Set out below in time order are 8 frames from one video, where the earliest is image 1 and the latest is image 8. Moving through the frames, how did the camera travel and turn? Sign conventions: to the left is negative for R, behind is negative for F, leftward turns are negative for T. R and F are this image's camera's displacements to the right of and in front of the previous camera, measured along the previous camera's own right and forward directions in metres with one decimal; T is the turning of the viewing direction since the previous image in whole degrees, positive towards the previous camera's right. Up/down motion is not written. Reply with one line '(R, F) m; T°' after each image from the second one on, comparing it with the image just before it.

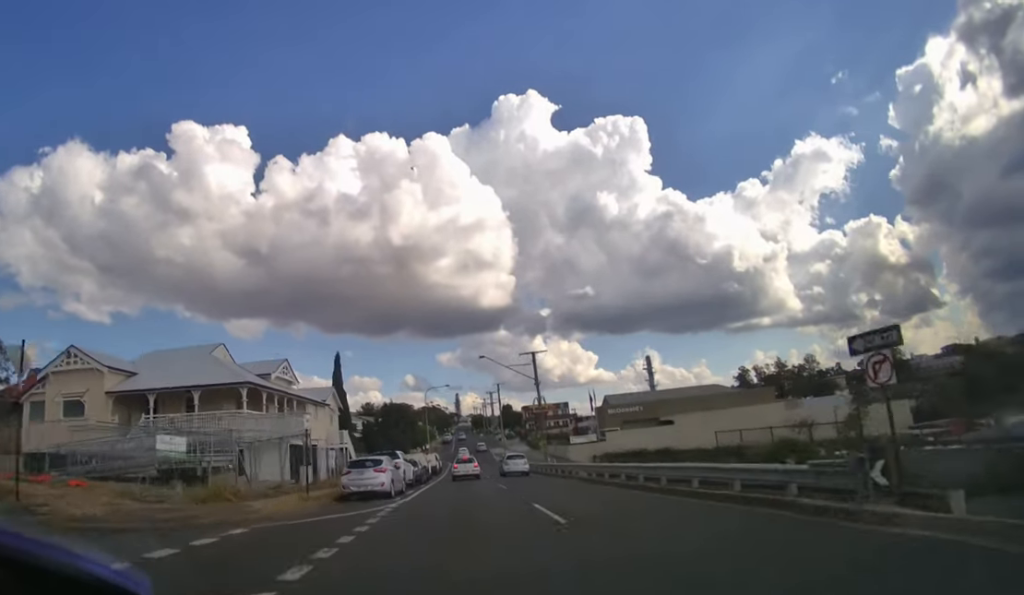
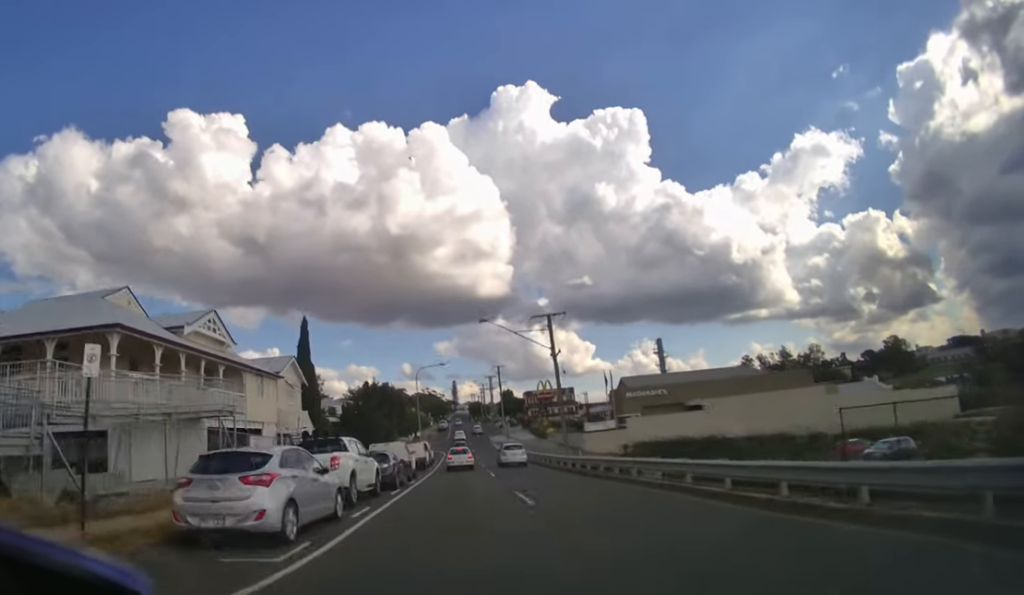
(0.0, +11.1) m; 0°
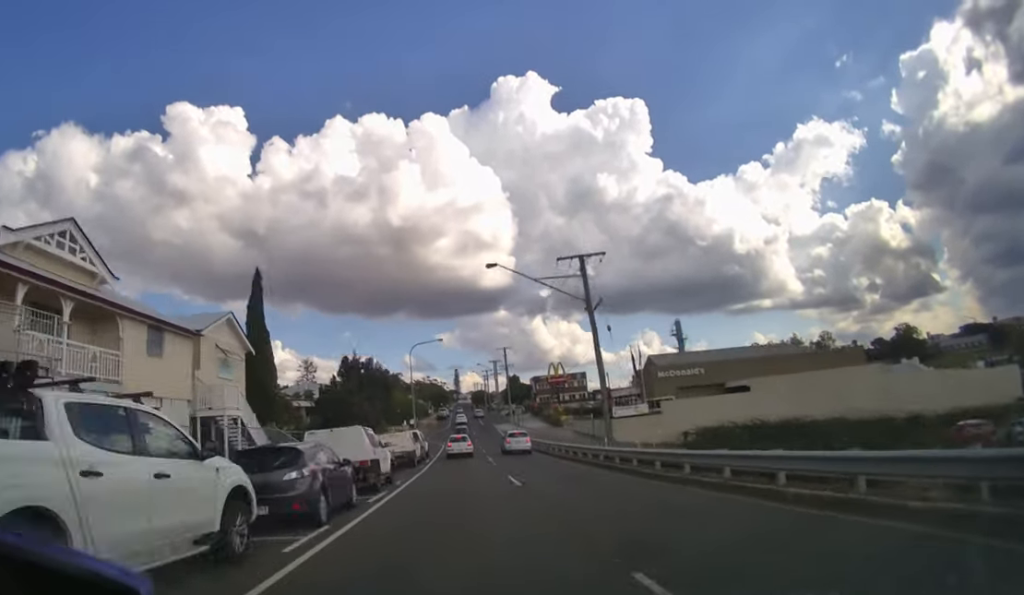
(+0.1, +10.7) m; 0°
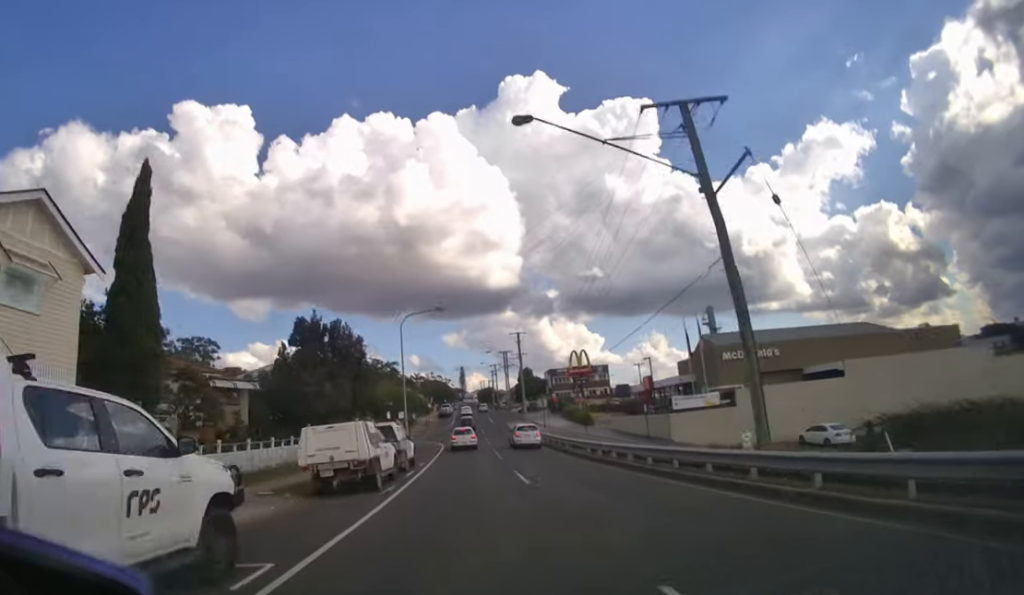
(-0.1, +12.7) m; 0°
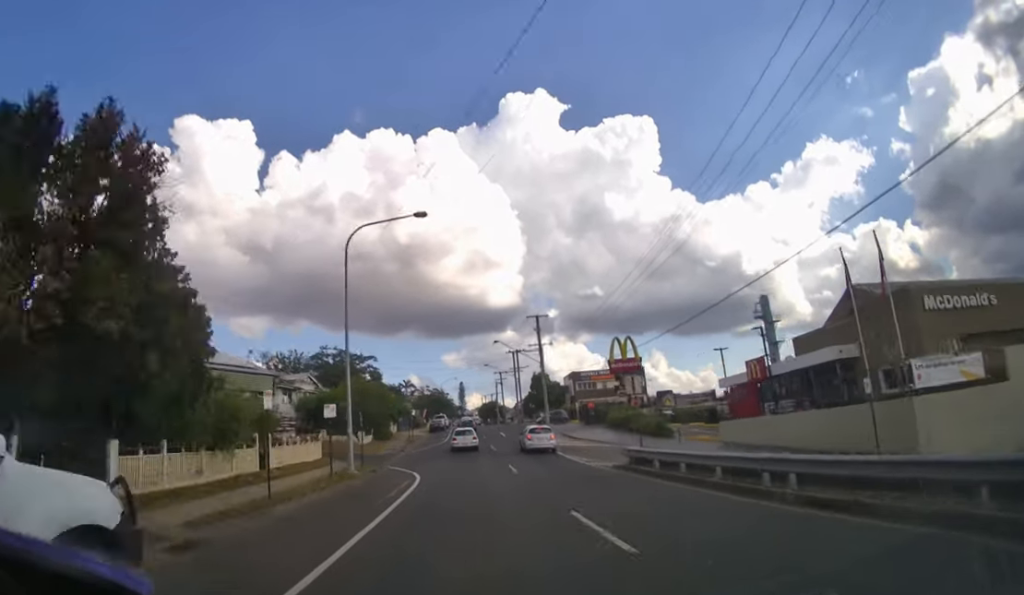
(-0.1, +19.8) m; 0°
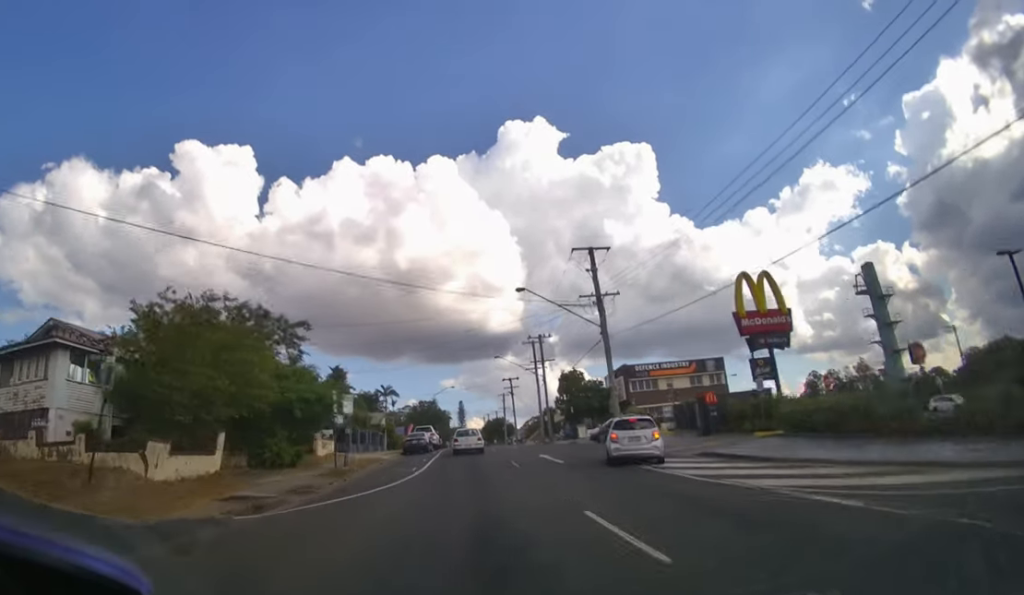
(+0.1, +21.7) m; 0°
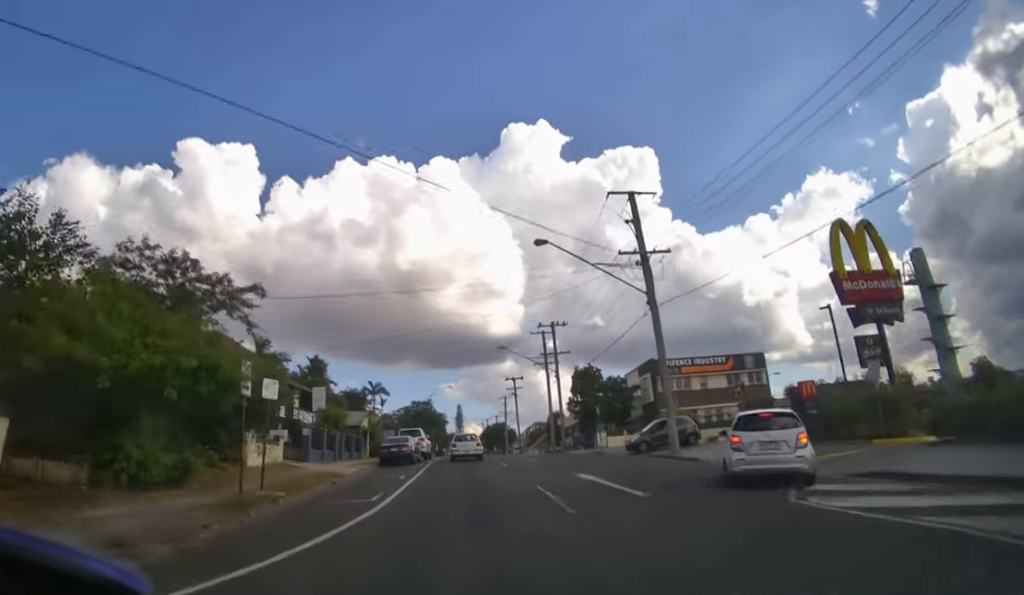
(0.0, +6.9) m; 0°
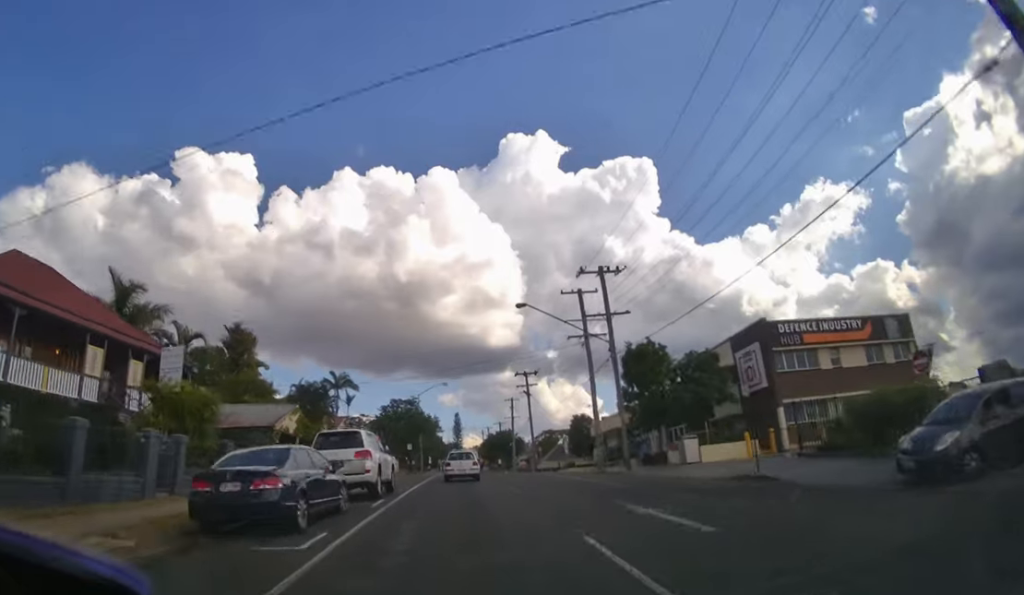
(0.0, +16.4) m; 0°
